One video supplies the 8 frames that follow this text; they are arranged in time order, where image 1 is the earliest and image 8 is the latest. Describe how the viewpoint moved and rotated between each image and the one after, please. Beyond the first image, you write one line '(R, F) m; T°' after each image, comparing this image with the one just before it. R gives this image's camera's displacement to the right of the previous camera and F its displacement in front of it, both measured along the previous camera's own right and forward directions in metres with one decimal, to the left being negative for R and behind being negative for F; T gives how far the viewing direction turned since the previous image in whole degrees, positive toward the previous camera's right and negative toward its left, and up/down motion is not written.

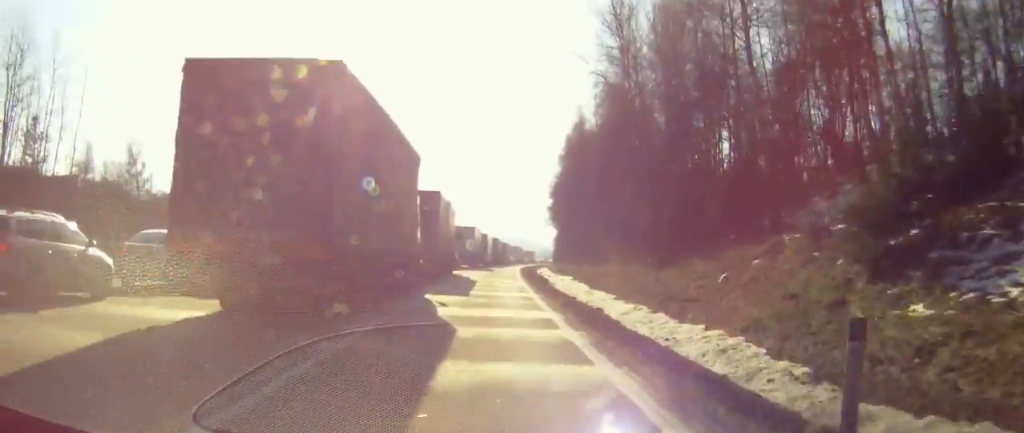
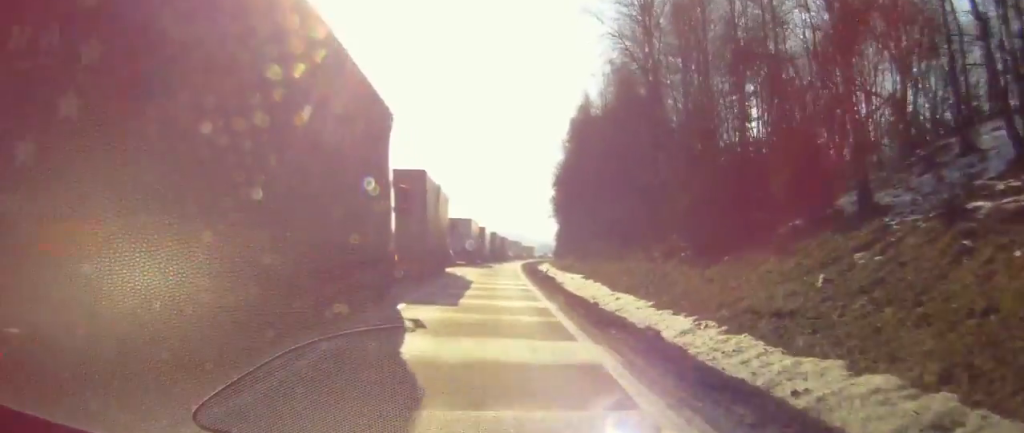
(+0.1, +8.3) m; +1°
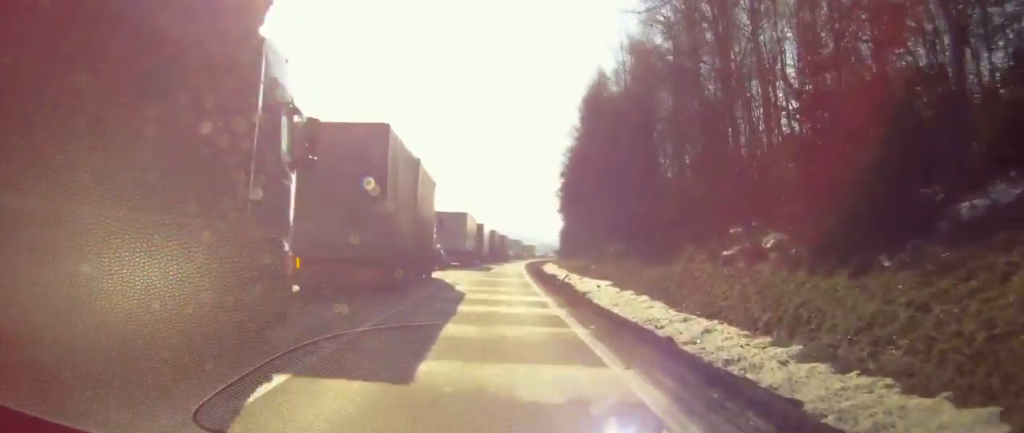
(0.0, +12.7) m; 0°
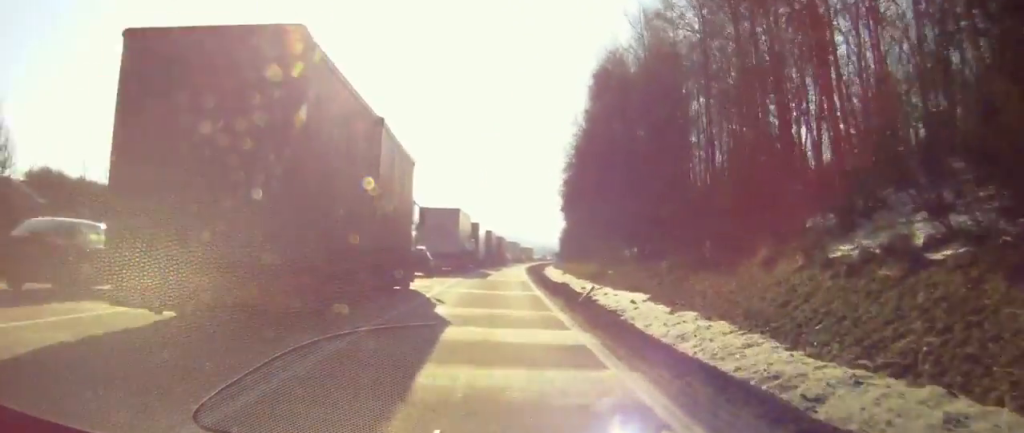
(0.0, +9.7) m; 0°
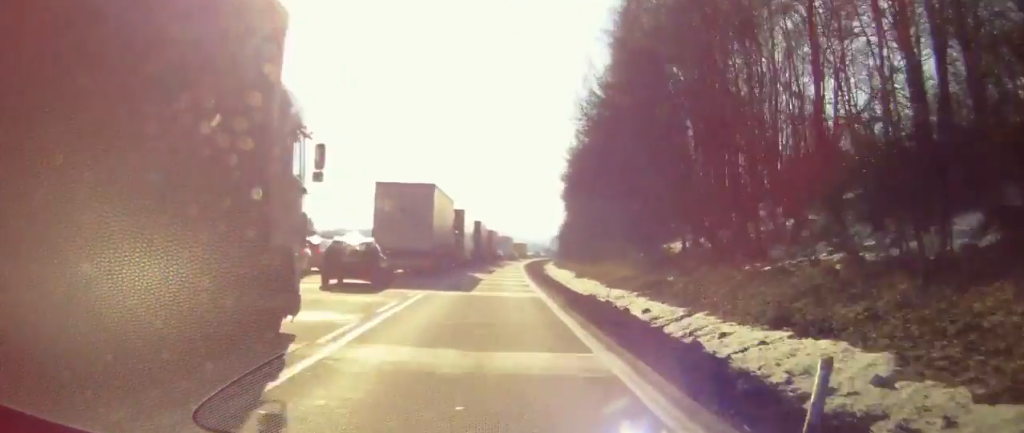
(0.0, +18.3) m; 0°
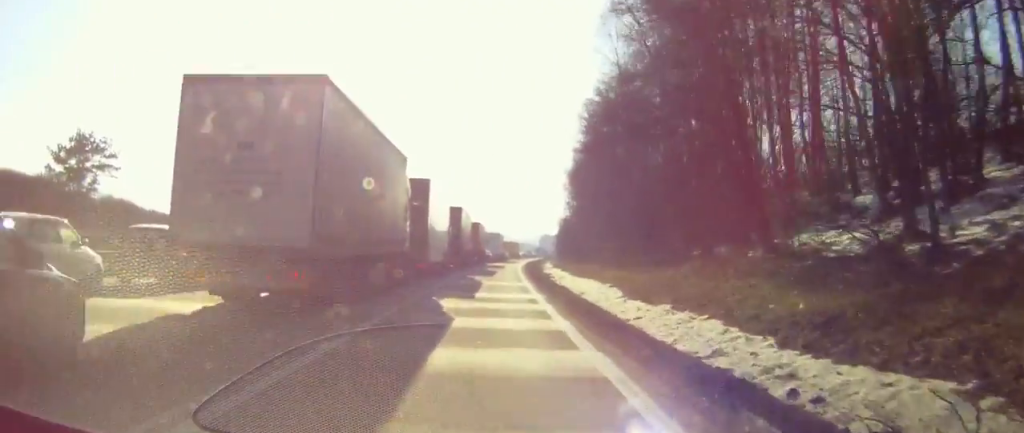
(-0.2, +24.6) m; 0°
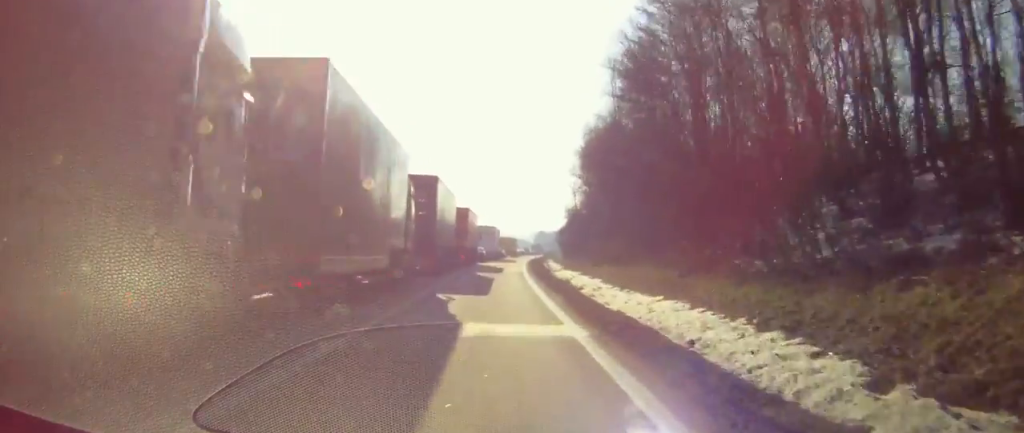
(+0.4, +21.1) m; +1°
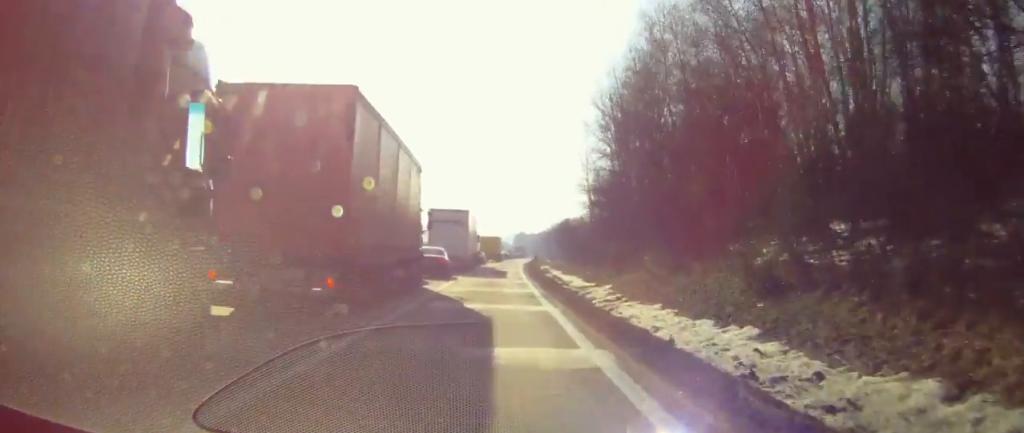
(+0.6, +42.2) m; +3°
